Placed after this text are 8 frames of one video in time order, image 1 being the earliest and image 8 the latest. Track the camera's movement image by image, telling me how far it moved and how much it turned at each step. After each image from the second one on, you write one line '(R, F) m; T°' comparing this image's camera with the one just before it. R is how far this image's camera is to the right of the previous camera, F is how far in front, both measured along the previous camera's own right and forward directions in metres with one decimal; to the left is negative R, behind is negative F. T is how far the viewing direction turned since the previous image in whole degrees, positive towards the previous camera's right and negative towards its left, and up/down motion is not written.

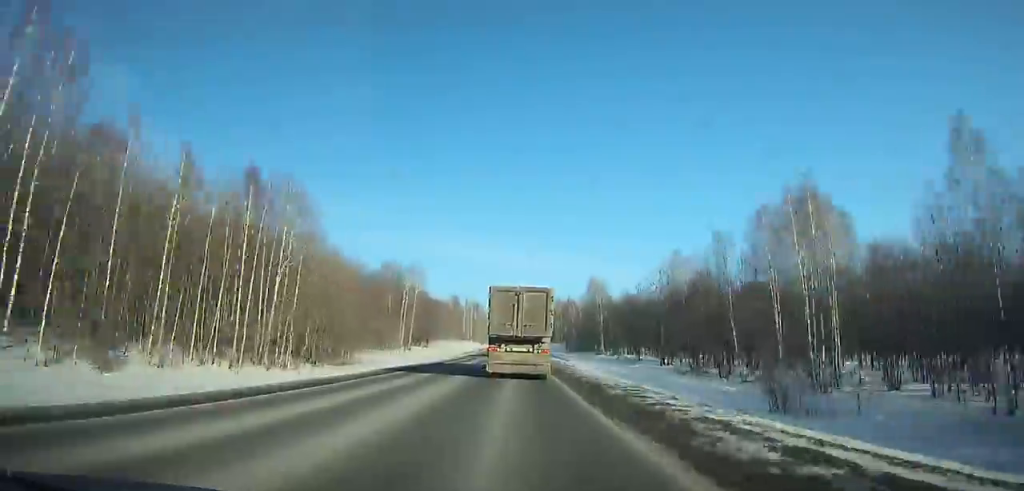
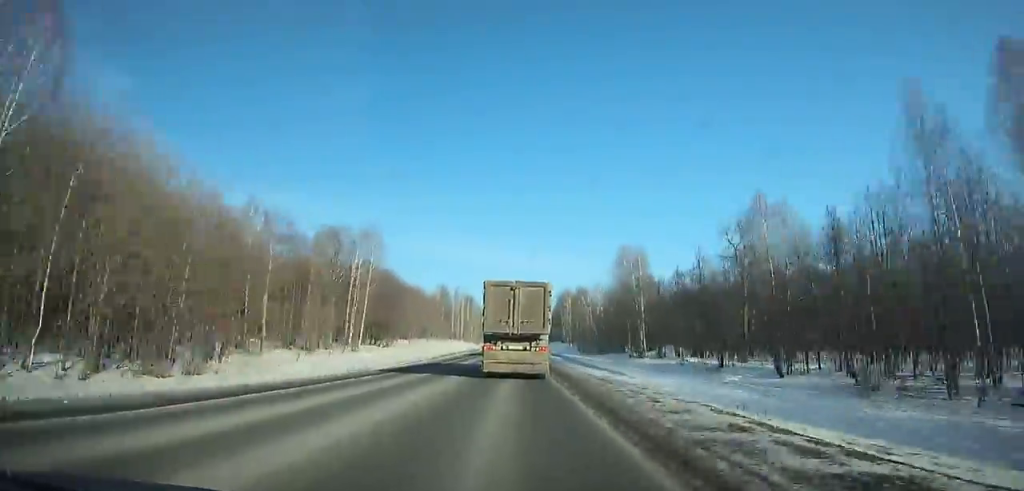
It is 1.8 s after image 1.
(0.0, +38.1) m; 0°
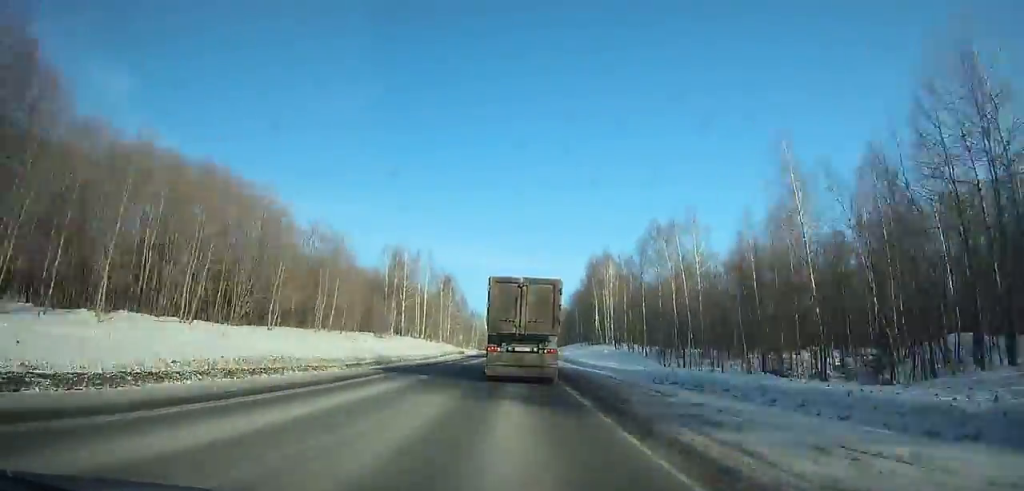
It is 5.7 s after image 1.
(+0.1, +81.4) m; 0°
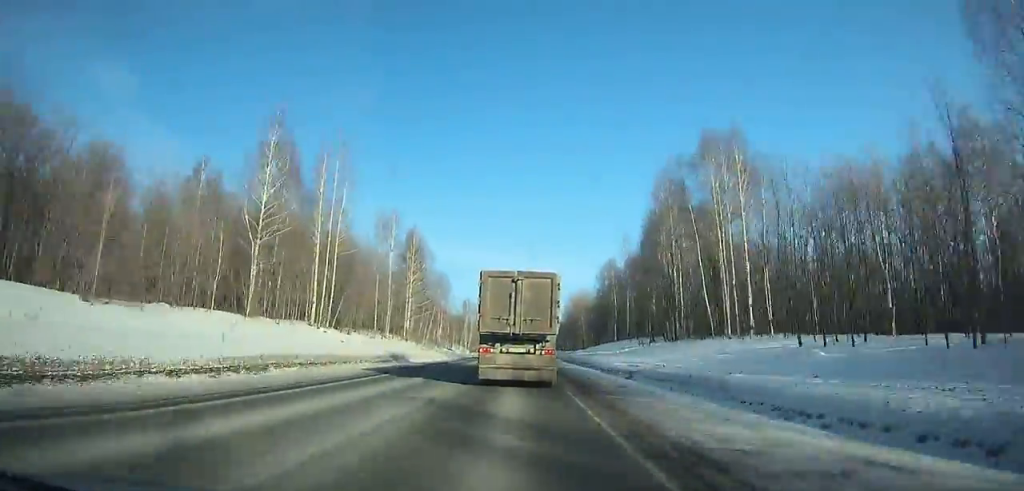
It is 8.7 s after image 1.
(+0.1, +60.2) m; 0°
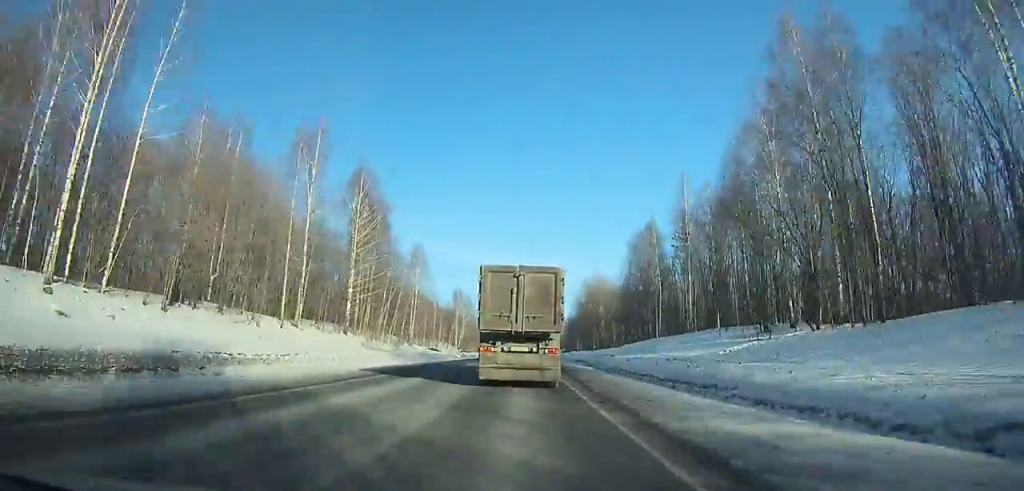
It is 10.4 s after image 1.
(0.0, +32.6) m; 0°
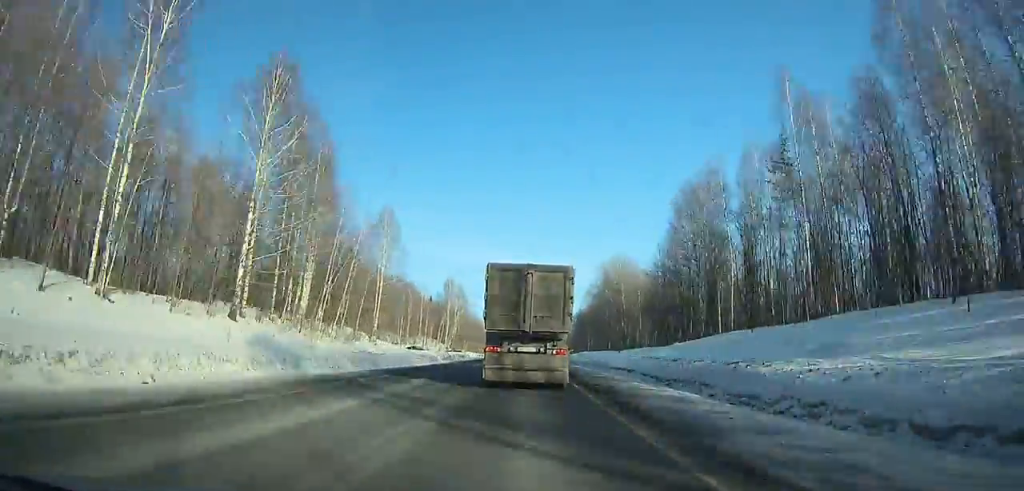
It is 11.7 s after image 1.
(-0.1, +24.7) m; 0°
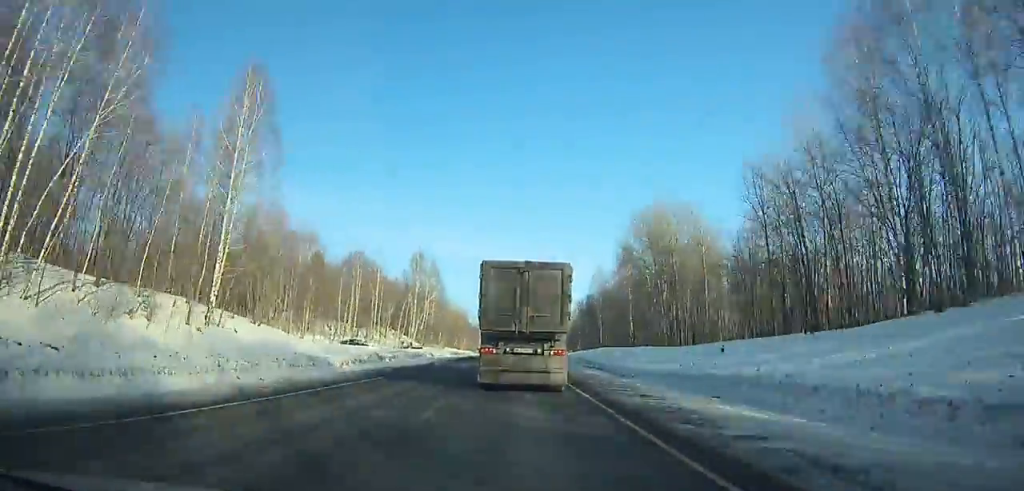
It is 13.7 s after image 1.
(+0.2, +36.1) m; -1°
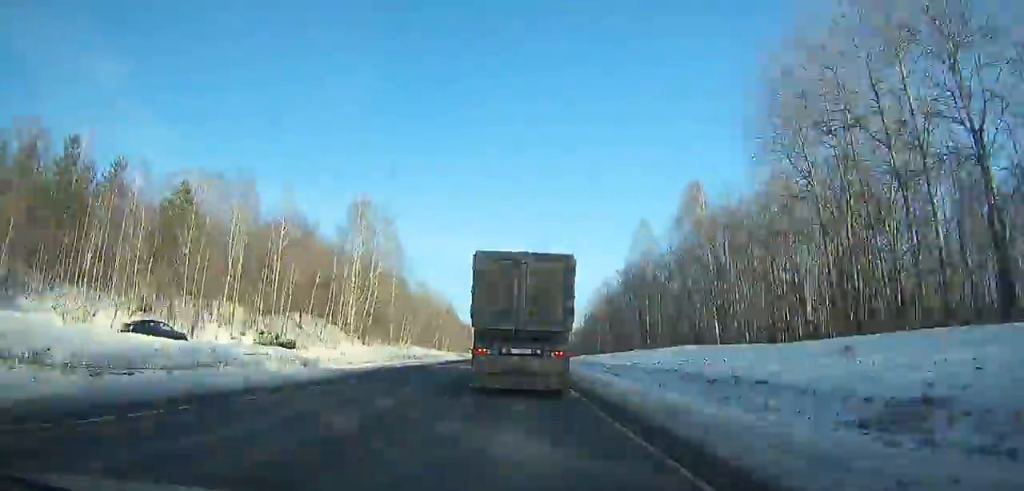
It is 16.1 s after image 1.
(-0.4, +42.1) m; 0°
